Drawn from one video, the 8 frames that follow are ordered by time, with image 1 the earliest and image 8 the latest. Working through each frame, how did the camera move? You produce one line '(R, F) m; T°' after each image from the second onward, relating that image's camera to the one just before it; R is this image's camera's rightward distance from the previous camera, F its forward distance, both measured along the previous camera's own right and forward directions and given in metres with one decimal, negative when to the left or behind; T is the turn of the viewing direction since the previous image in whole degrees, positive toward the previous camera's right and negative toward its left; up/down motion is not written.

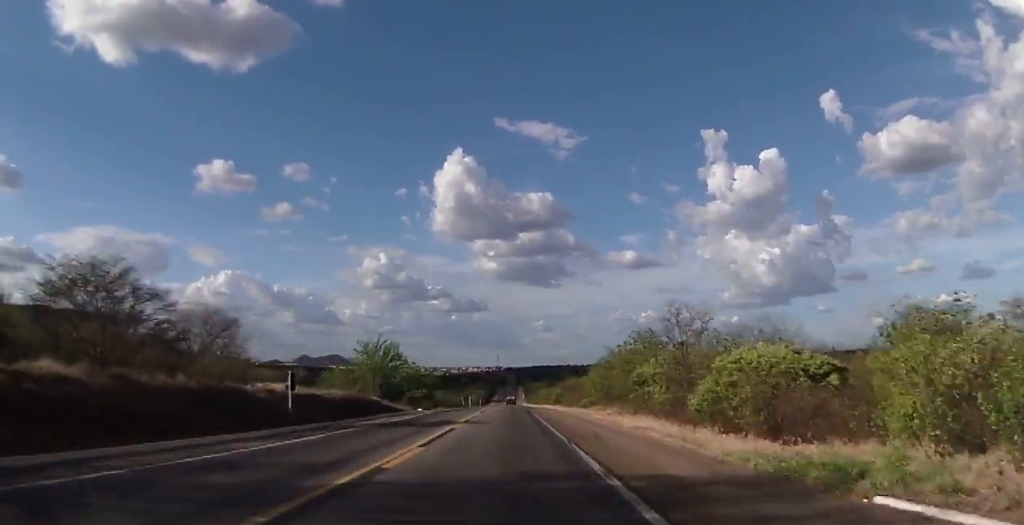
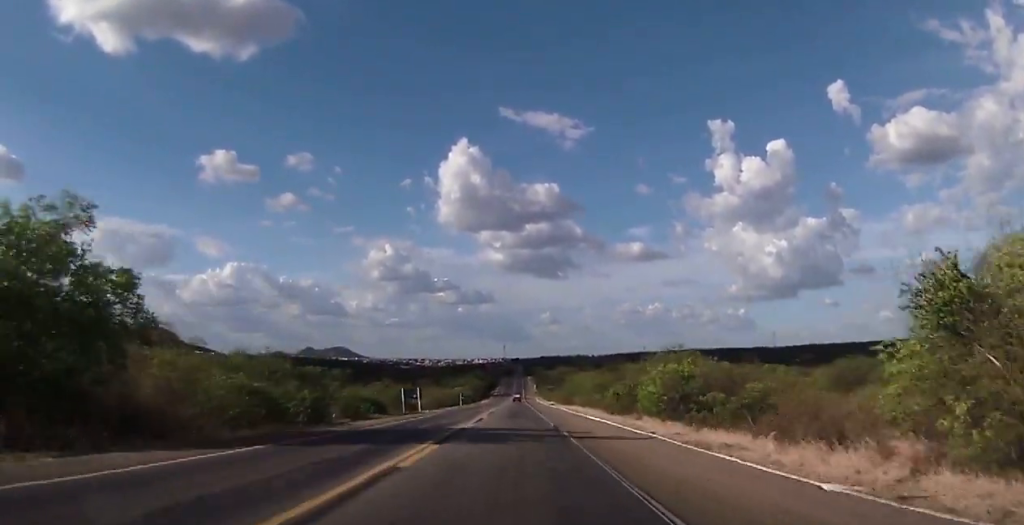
(-1.6, +91.2) m; -1°
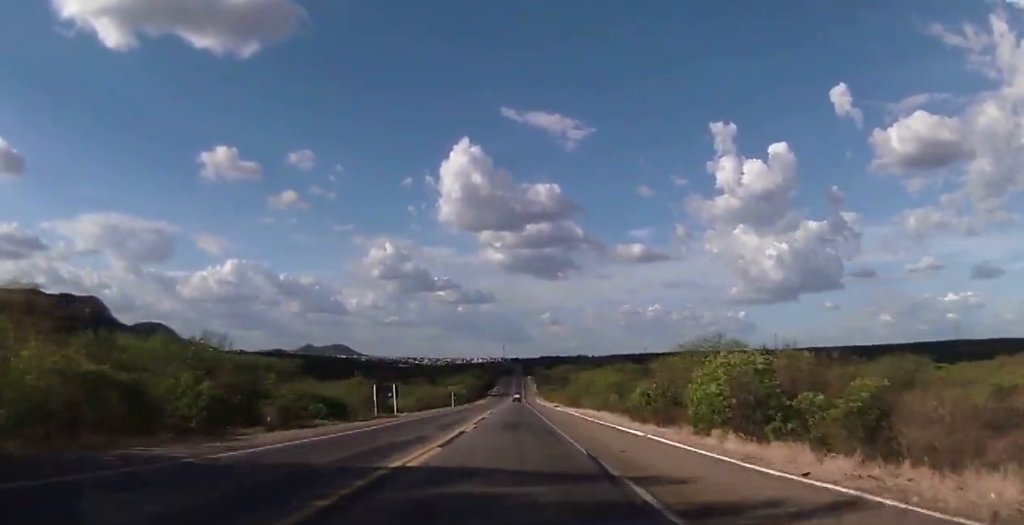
(0.0, +12.9) m; 0°
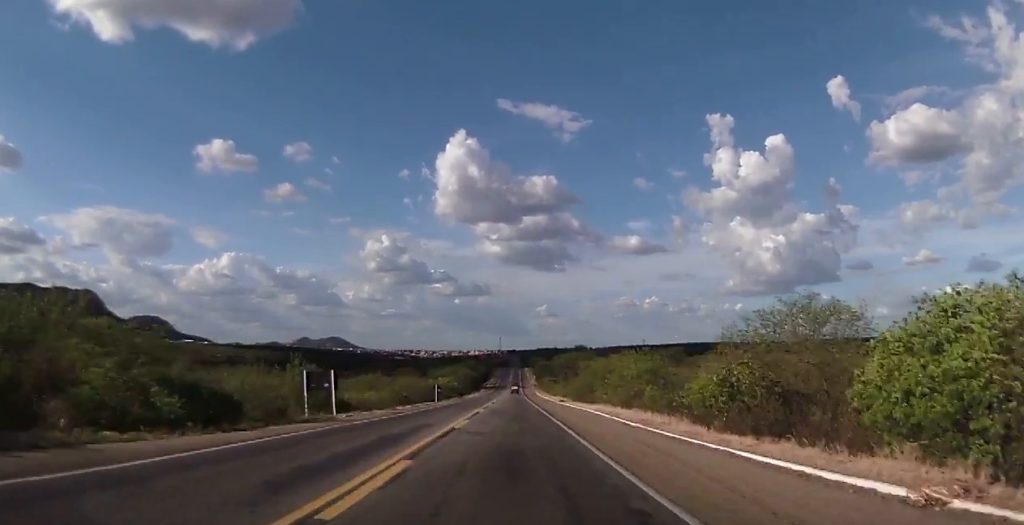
(0.0, +17.3) m; 0°
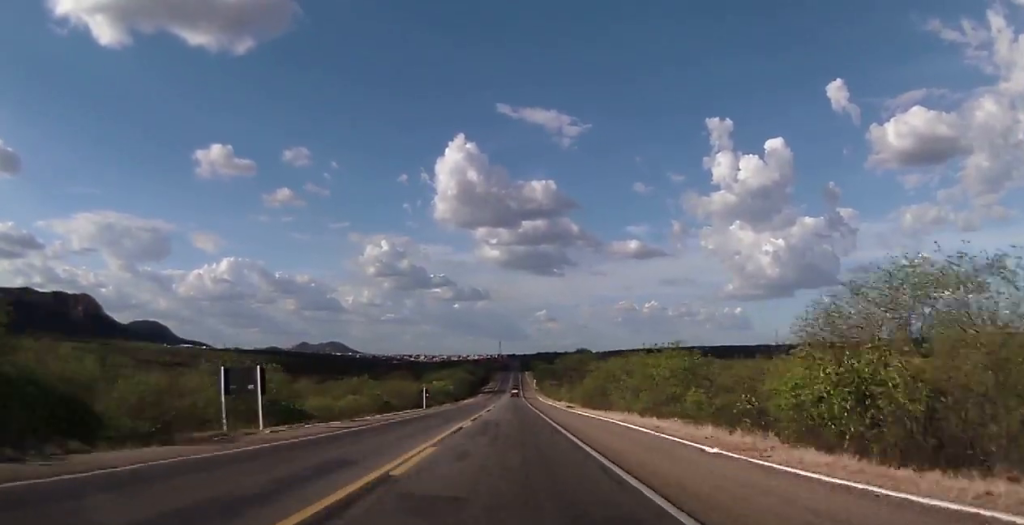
(0.0, +10.5) m; 0°
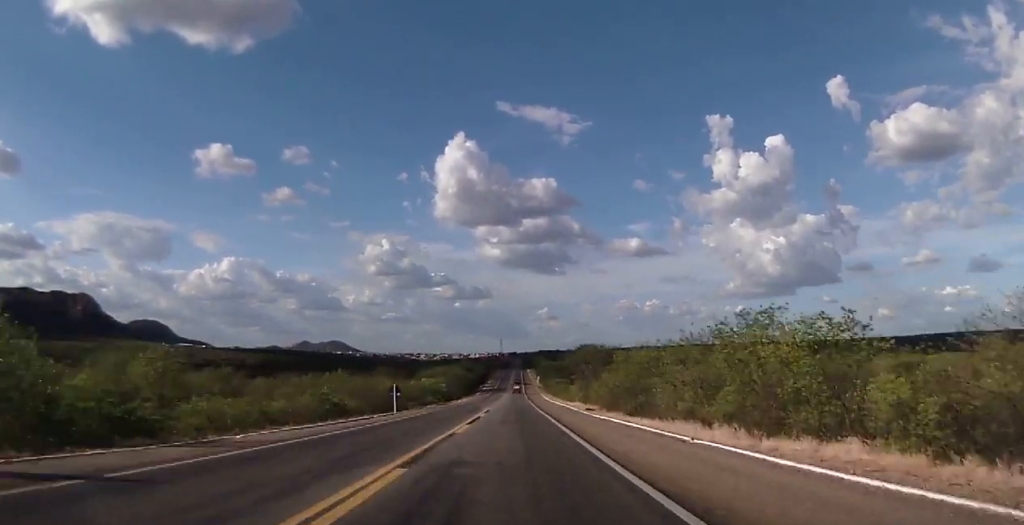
(0.0, +17.6) m; 0°
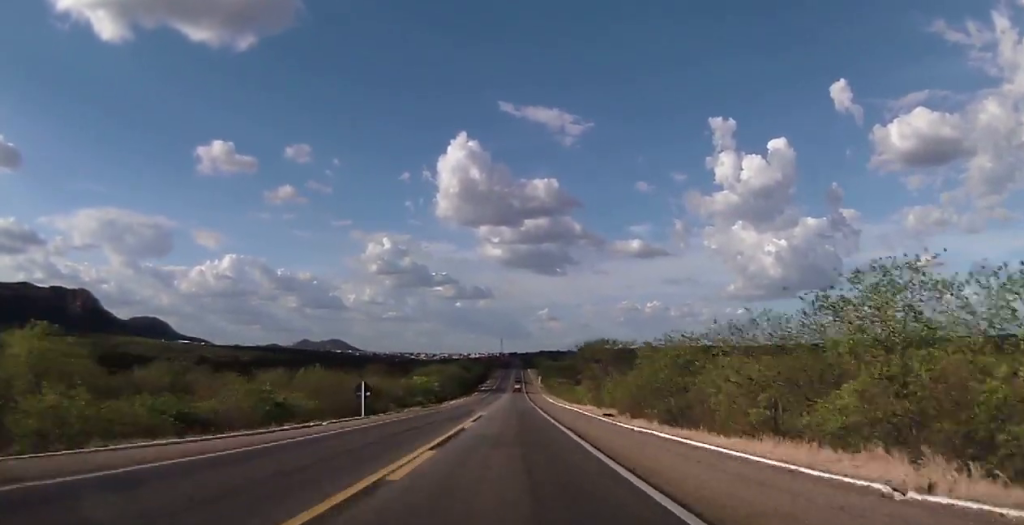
(0.0, +10.7) m; 0°
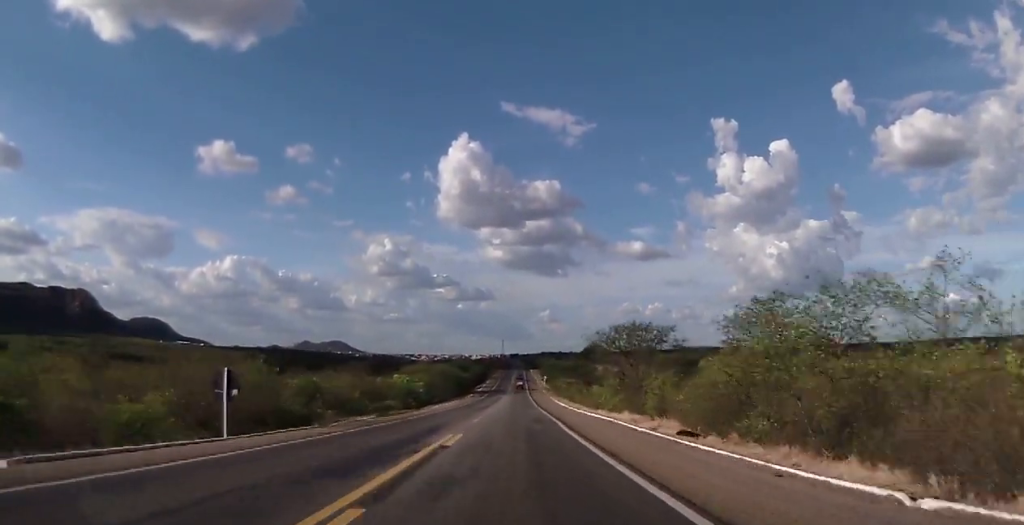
(0.0, +19.7) m; 0°
